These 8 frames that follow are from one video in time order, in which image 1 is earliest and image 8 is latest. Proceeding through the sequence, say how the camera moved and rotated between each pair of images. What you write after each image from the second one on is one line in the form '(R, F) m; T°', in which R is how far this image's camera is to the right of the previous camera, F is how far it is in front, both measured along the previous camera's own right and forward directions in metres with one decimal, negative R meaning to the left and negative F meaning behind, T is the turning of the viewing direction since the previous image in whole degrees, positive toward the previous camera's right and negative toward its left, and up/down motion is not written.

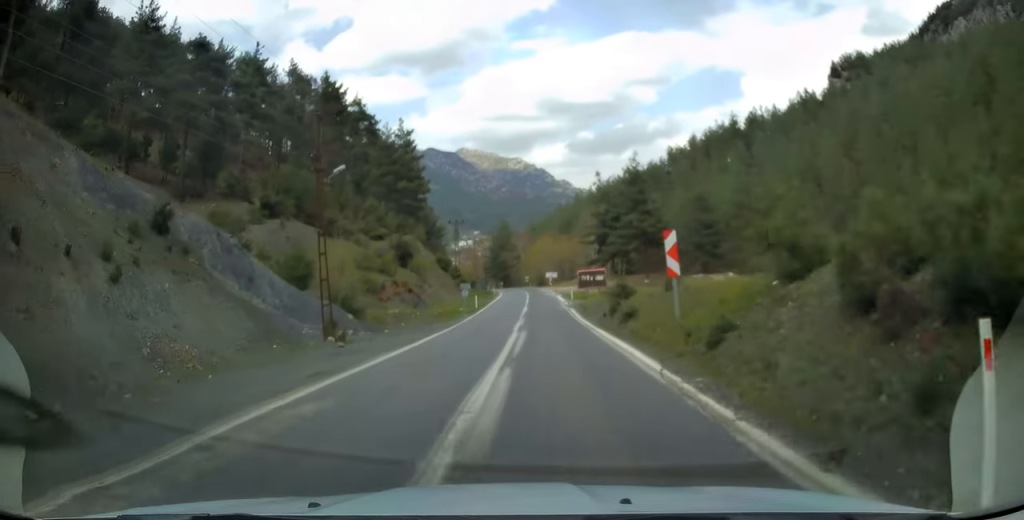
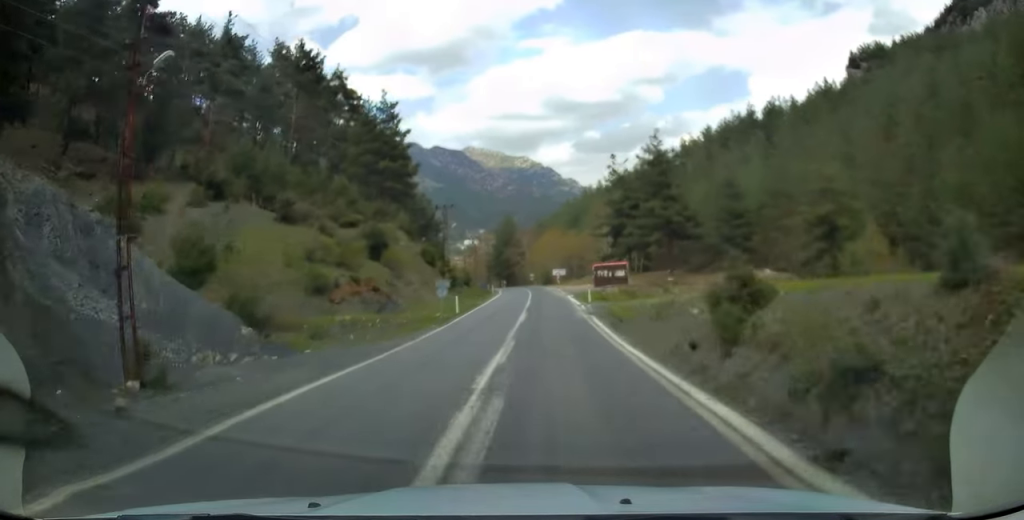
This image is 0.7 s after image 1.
(-0.1, +12.7) m; -1°
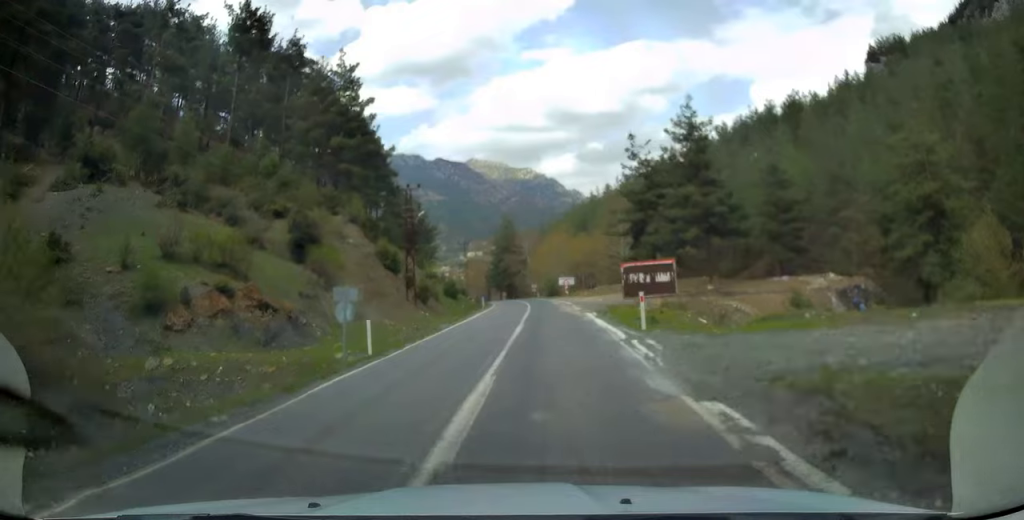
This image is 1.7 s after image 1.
(-0.2, +17.3) m; -1°
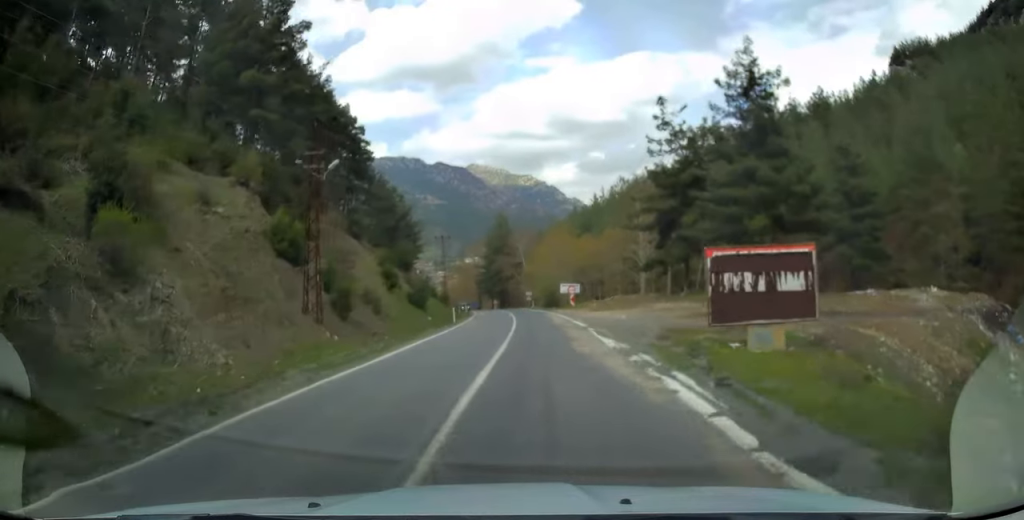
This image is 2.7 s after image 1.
(-0.1, +18.4) m; 0°
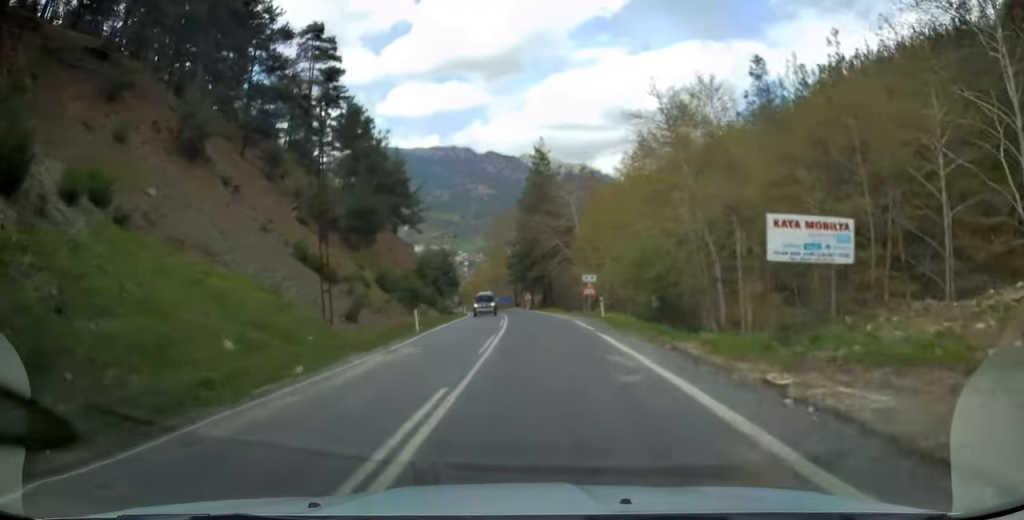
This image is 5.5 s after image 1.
(-1.2, +53.1) m; -4°
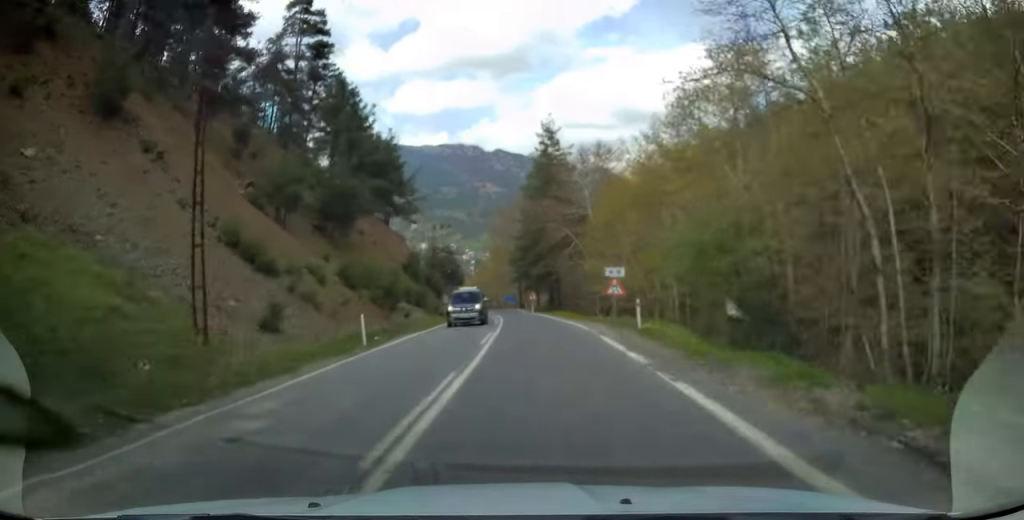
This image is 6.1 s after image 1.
(-0.2, +9.8) m; -1°
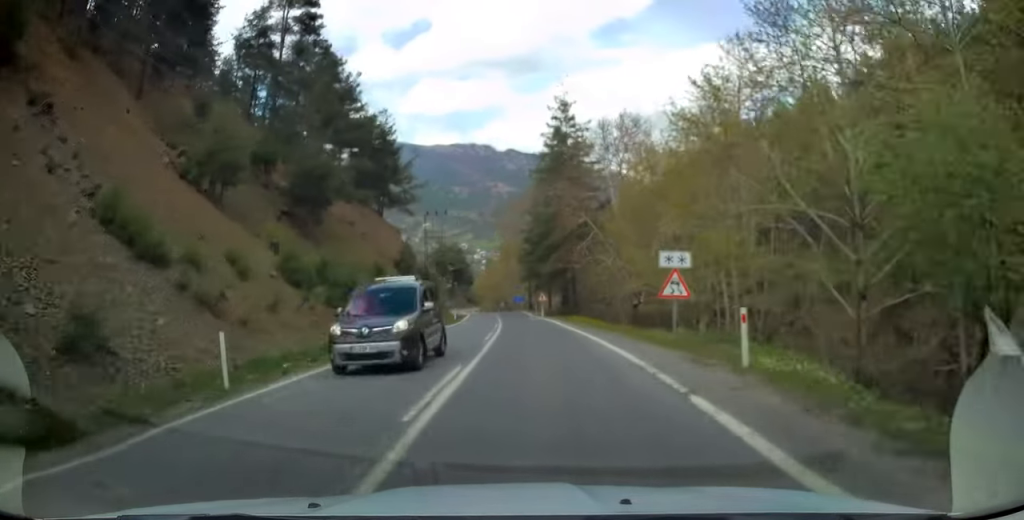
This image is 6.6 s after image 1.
(-0.2, +9.8) m; -1°
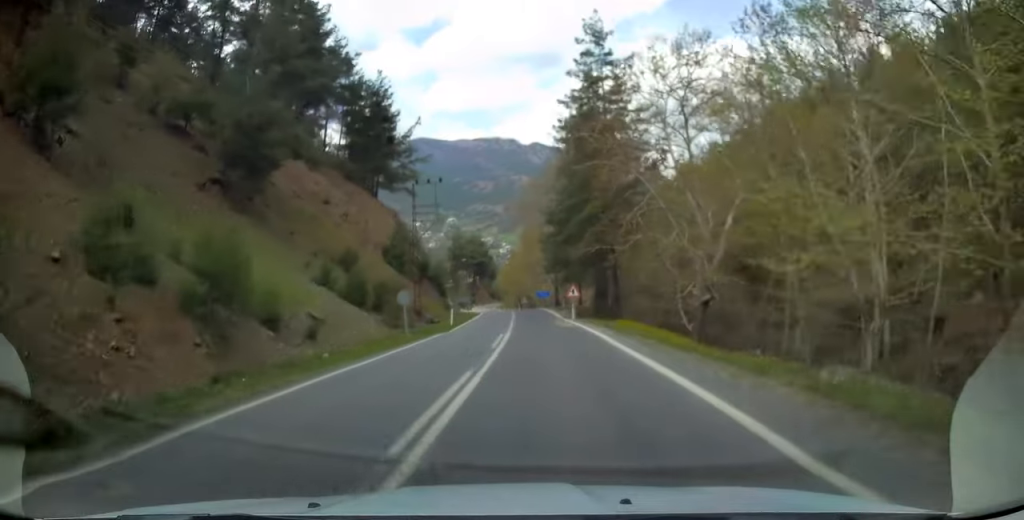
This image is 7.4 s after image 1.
(-0.1, +14.1) m; -2°
